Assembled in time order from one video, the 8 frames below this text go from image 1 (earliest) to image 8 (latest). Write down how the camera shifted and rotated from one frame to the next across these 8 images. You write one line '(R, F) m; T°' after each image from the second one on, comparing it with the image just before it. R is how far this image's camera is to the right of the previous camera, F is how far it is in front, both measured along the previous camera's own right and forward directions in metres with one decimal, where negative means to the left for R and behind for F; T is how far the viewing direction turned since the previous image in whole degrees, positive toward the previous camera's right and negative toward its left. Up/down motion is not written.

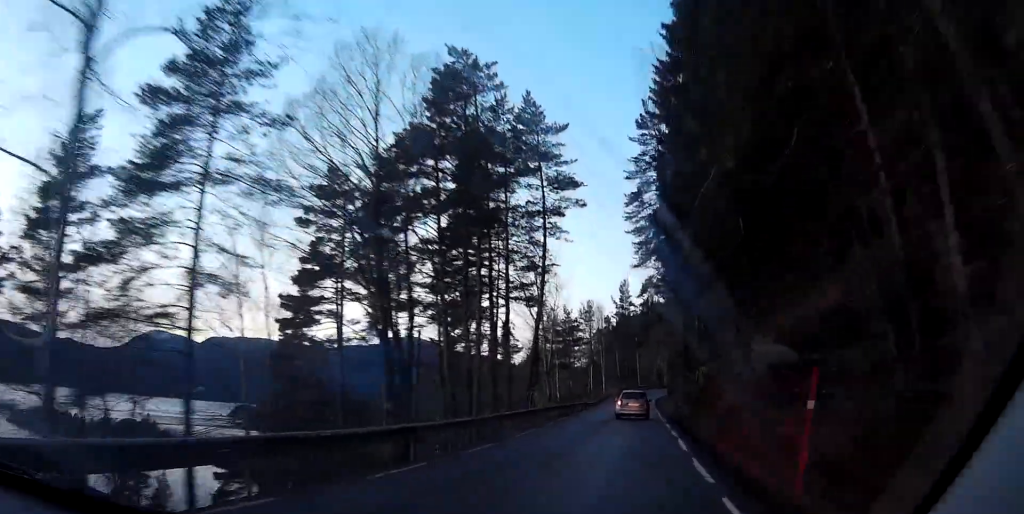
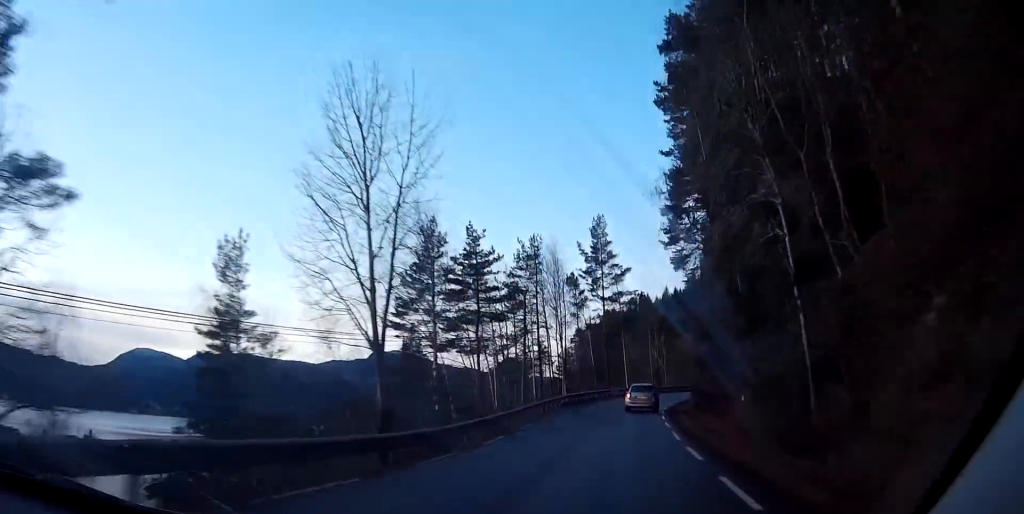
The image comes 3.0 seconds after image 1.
(+0.5, +56.0) m; +2°
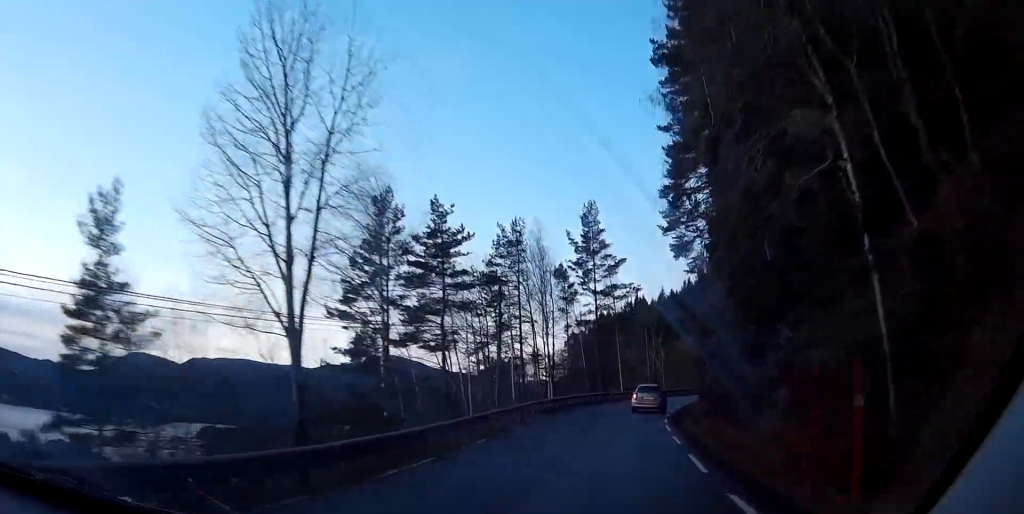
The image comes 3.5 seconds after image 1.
(+0.1, +8.4) m; +1°
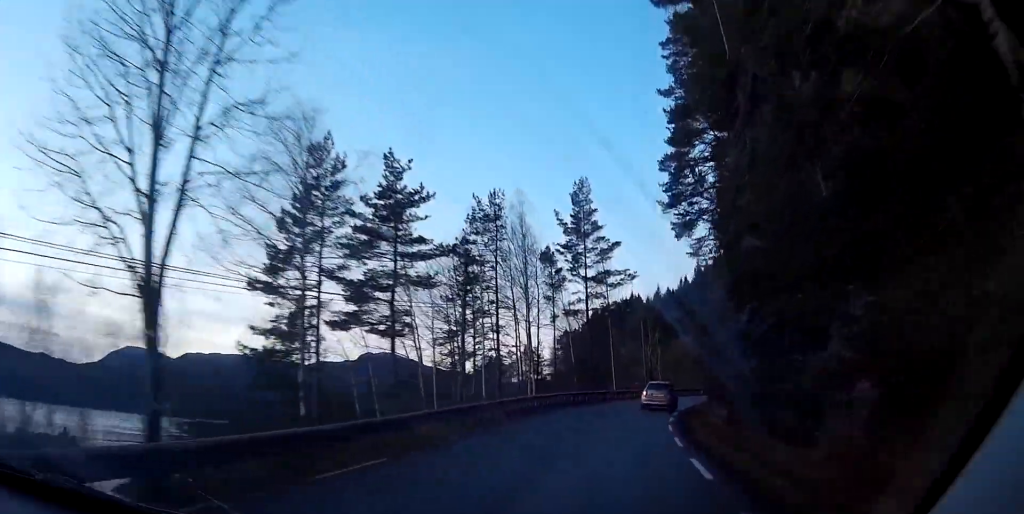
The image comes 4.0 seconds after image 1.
(0.0, +7.9) m; 0°
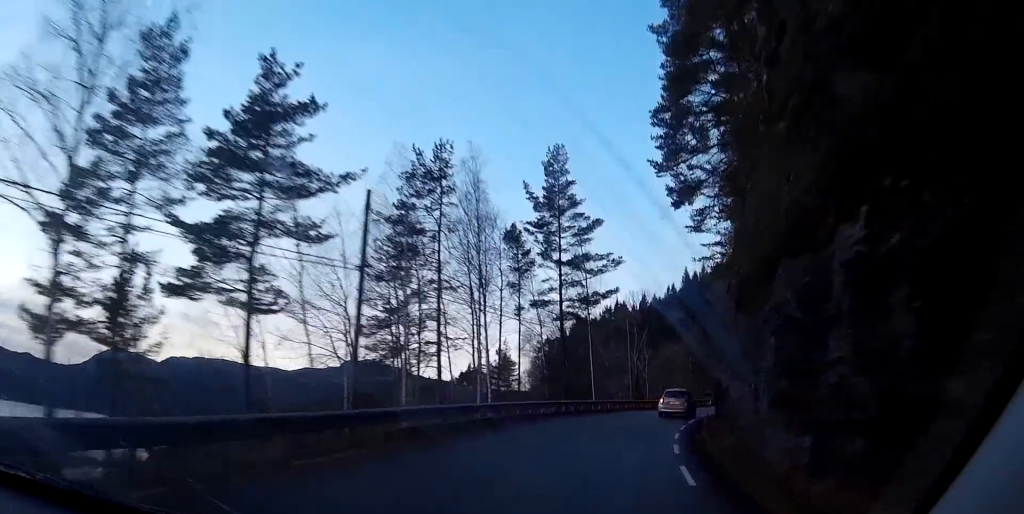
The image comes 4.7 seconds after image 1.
(0.0, +11.9) m; +1°
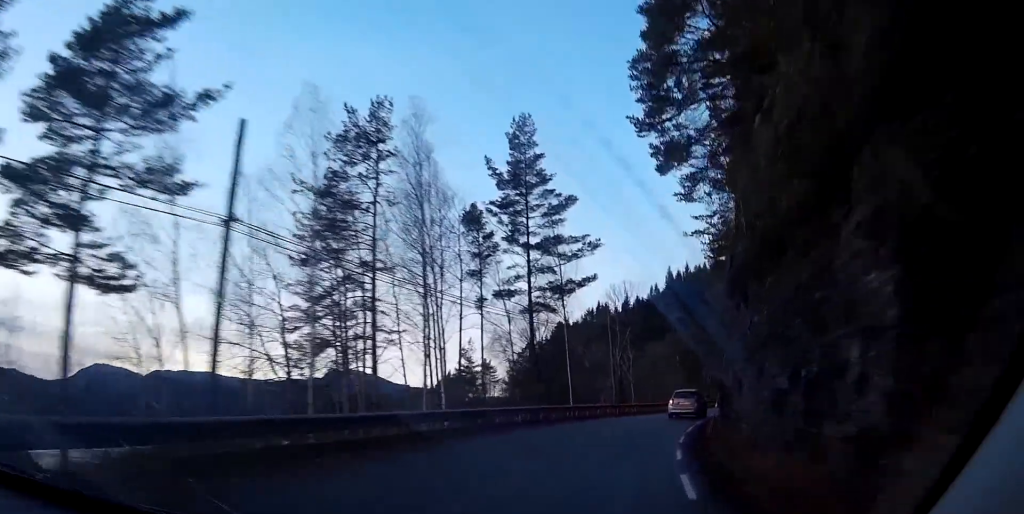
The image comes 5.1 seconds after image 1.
(+0.1, +7.5) m; +2°
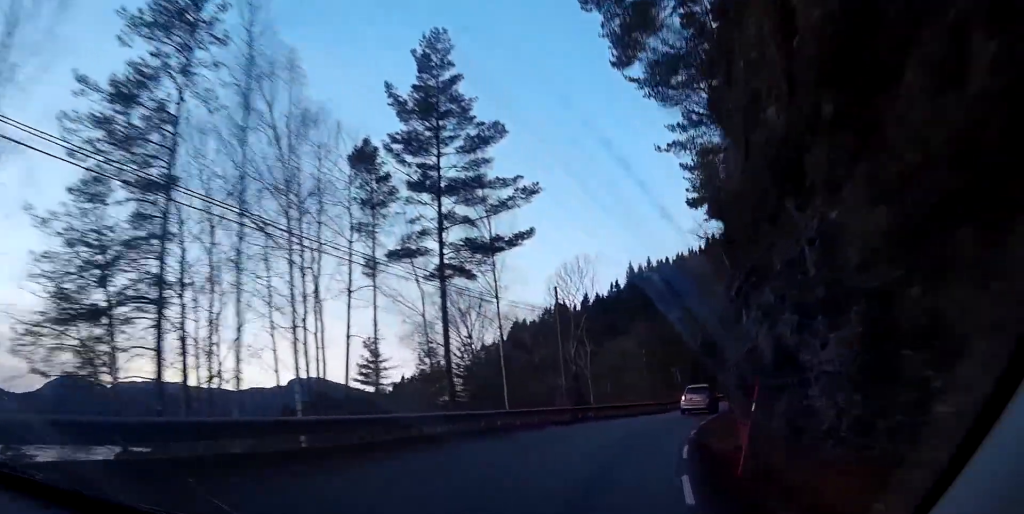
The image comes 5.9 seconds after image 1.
(+0.4, +12.9) m; +4°
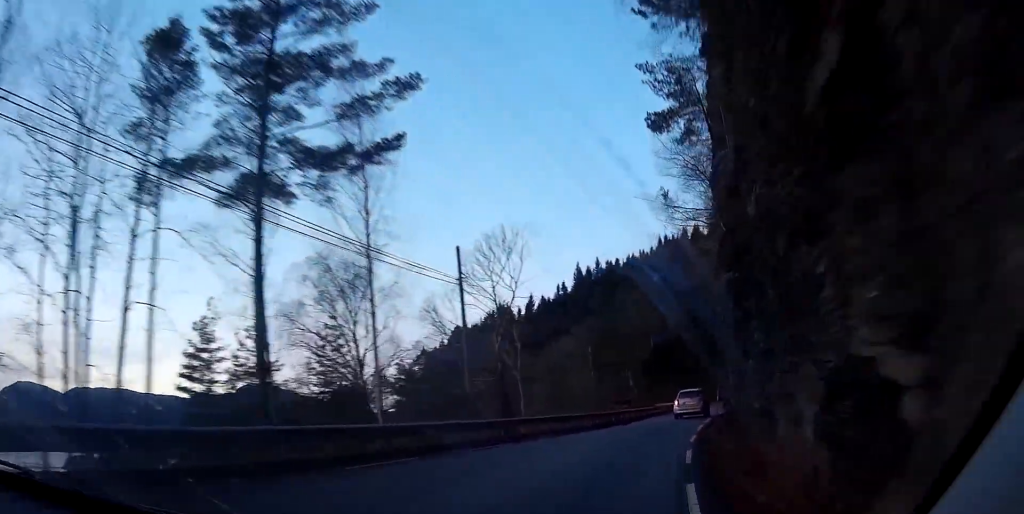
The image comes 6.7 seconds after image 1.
(+0.6, +12.9) m; +6°
